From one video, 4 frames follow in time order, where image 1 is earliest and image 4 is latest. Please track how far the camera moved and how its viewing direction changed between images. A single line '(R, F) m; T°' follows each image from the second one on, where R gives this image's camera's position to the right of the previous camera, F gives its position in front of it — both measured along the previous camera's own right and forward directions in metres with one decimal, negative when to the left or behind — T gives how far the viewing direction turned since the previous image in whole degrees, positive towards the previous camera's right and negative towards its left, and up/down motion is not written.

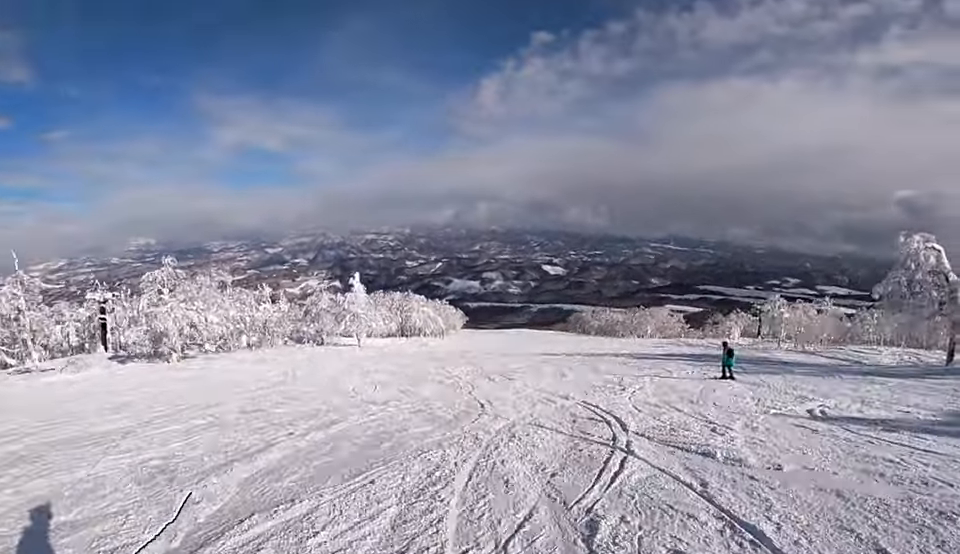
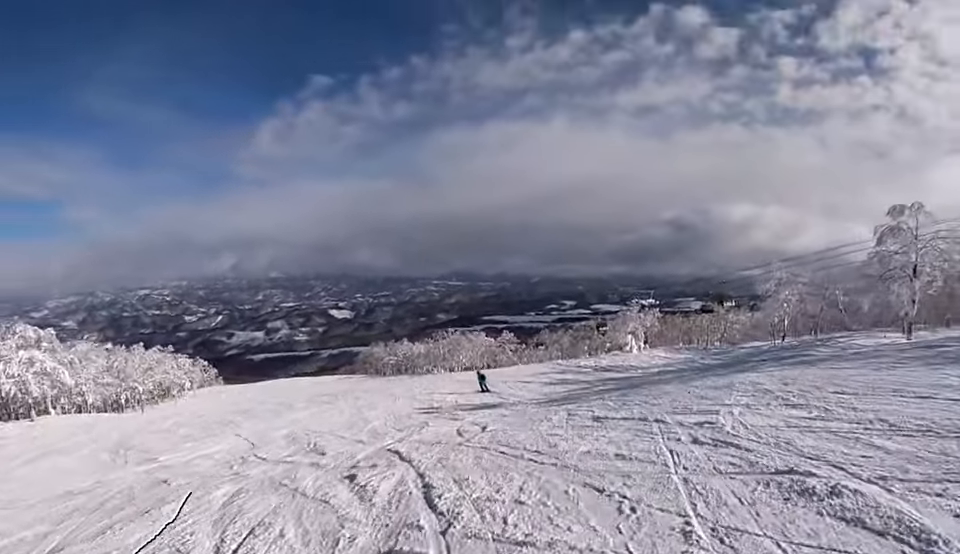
(+11.9, +47.6) m; +16°
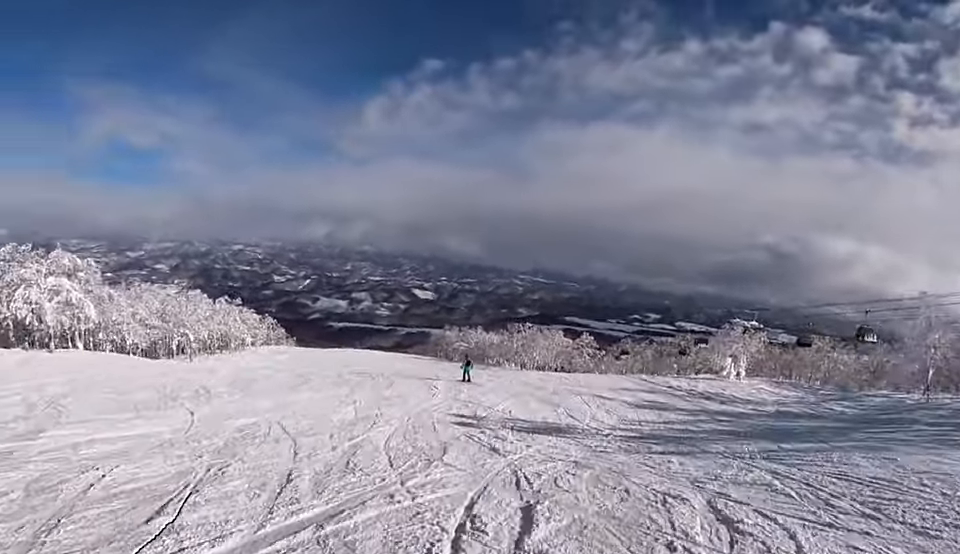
(-0.3, +7.2) m; -7°
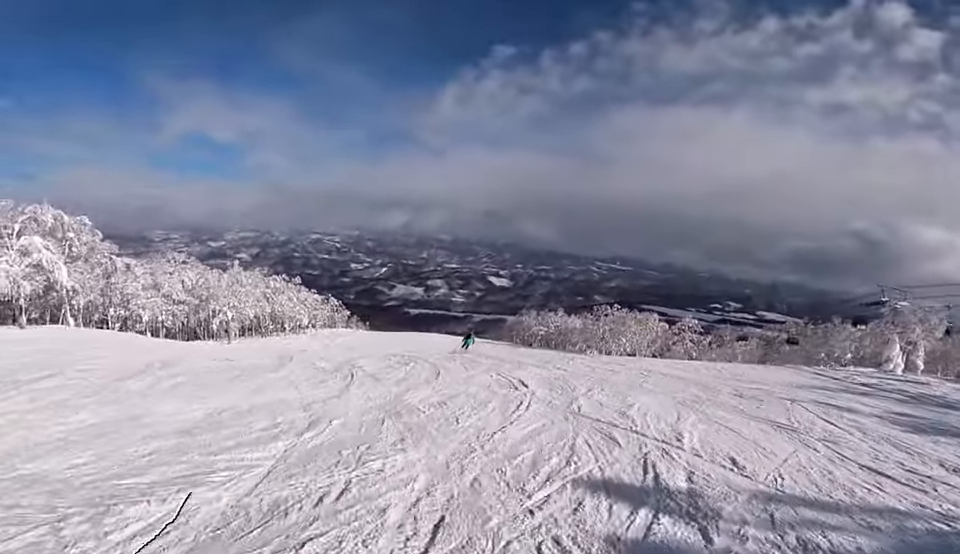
(-1.2, +12.2) m; 0°
